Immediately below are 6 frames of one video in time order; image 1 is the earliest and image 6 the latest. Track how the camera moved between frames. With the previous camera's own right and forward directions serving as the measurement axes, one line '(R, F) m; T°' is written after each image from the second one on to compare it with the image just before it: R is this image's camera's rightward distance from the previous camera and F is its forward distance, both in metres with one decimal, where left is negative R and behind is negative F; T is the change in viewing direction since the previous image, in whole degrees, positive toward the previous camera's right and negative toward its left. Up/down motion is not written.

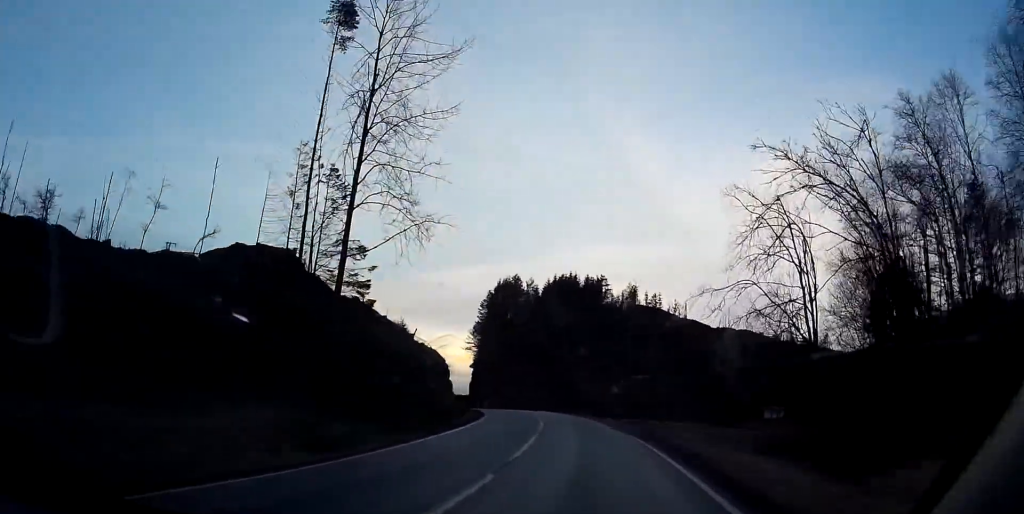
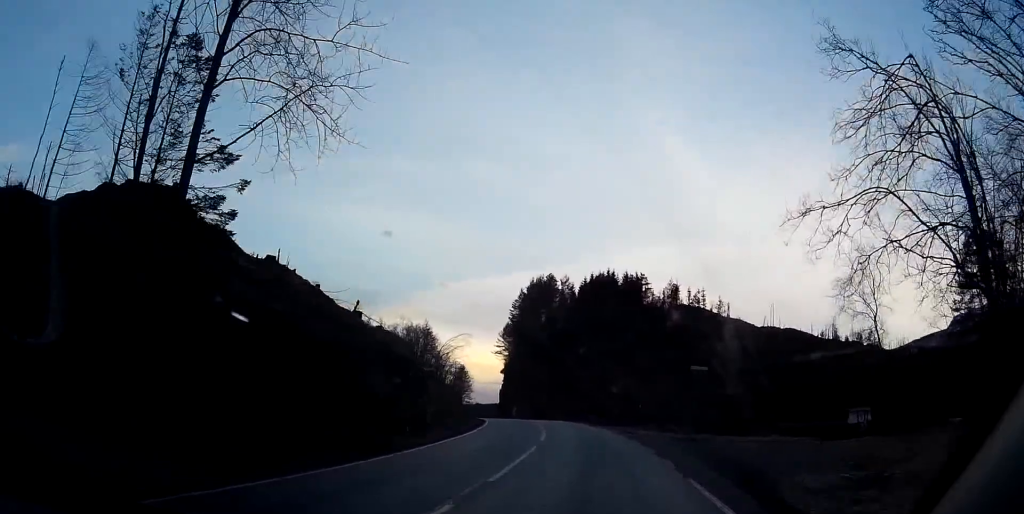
(-0.3, +15.0) m; -2°
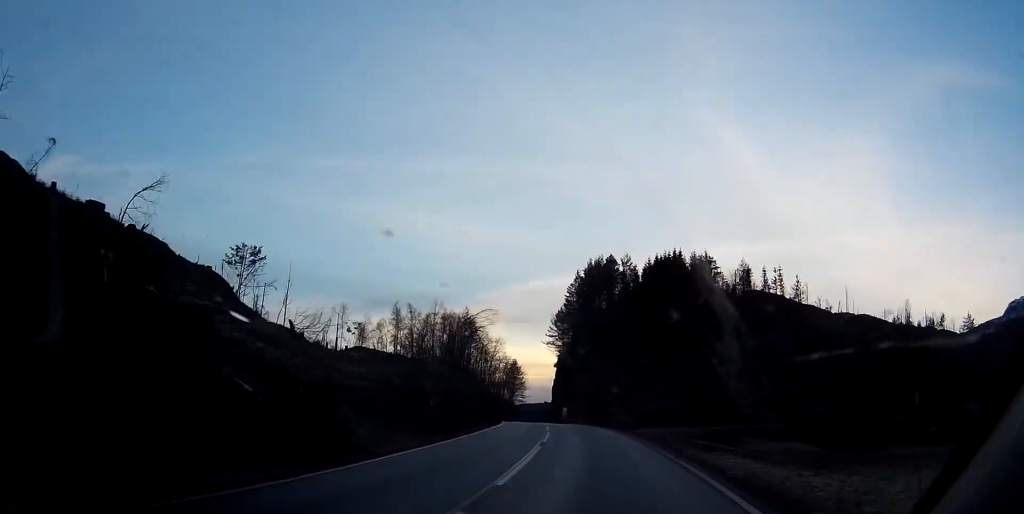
(-0.8, +24.3) m; -5°
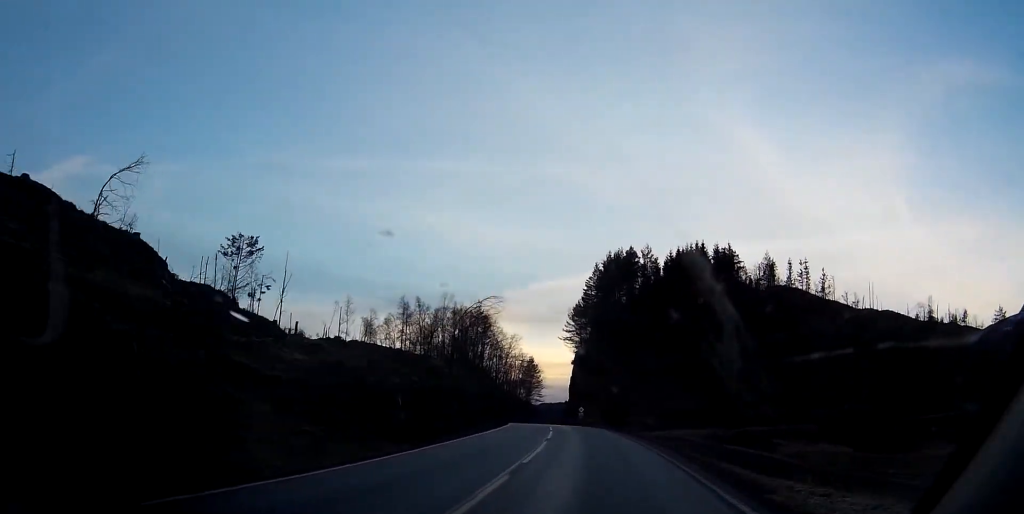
(-0.2, +8.1) m; -2°
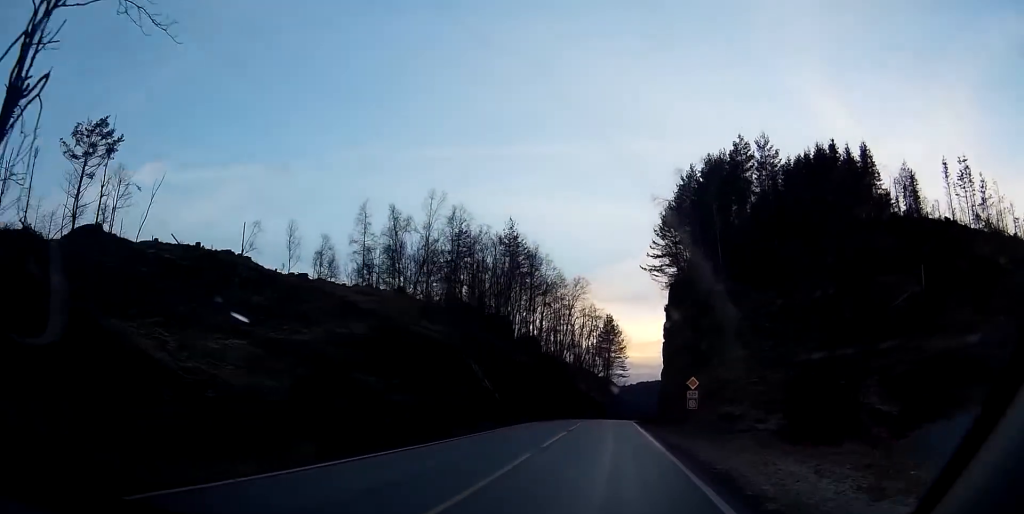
(-4.5, +56.9) m; -7°
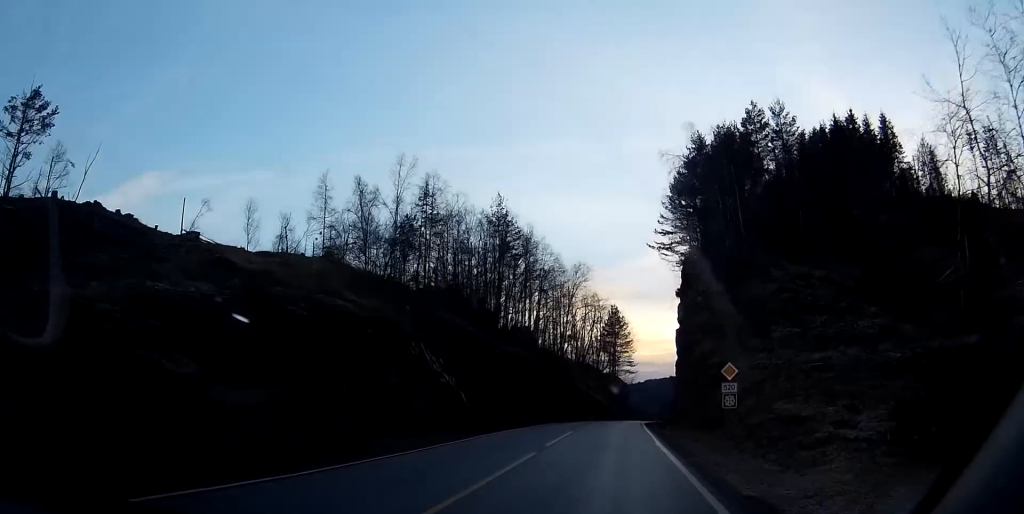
(-0.1, +11.4) m; 0°
